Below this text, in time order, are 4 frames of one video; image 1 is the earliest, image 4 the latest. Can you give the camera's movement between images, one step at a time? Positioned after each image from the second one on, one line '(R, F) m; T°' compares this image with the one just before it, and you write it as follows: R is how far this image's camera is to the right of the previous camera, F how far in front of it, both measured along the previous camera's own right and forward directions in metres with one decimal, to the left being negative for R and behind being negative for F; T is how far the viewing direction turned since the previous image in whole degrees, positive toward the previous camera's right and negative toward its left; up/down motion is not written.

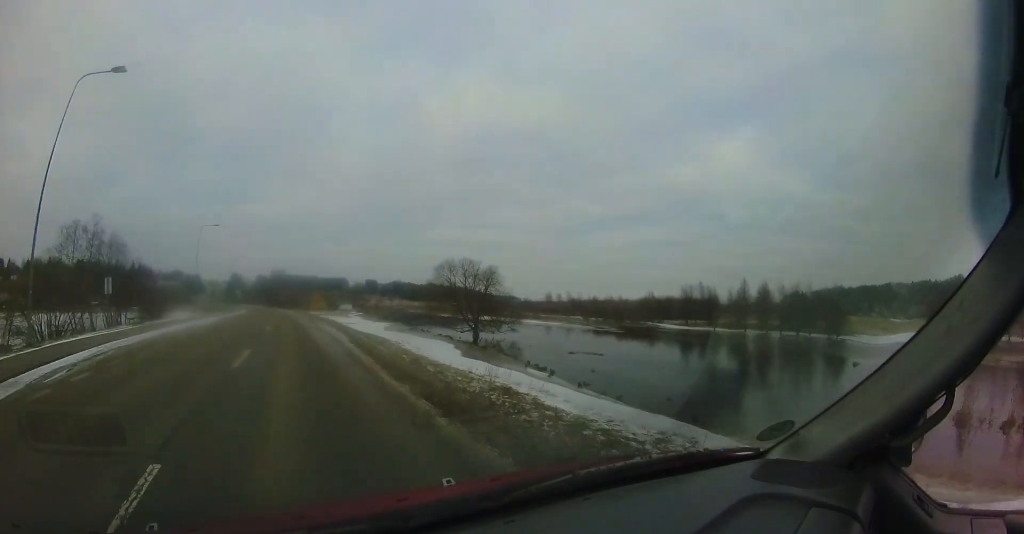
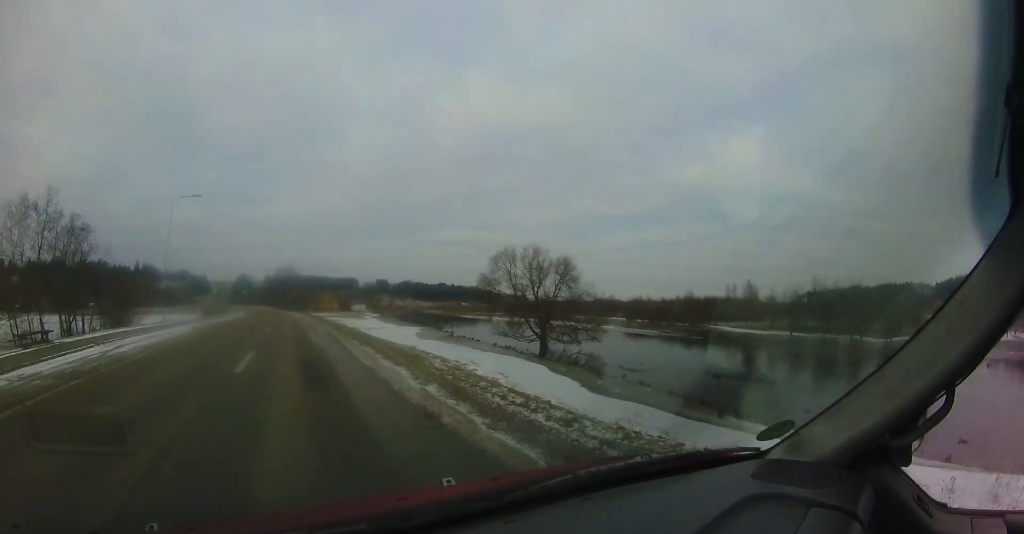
(-0.3, +12.3) m; -2°
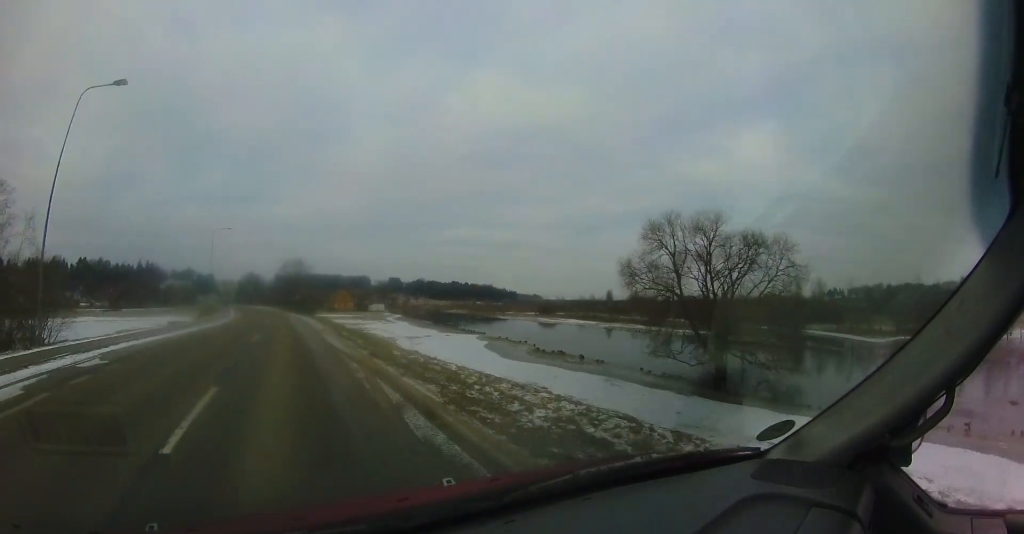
(-0.6, +16.2) m; -7°
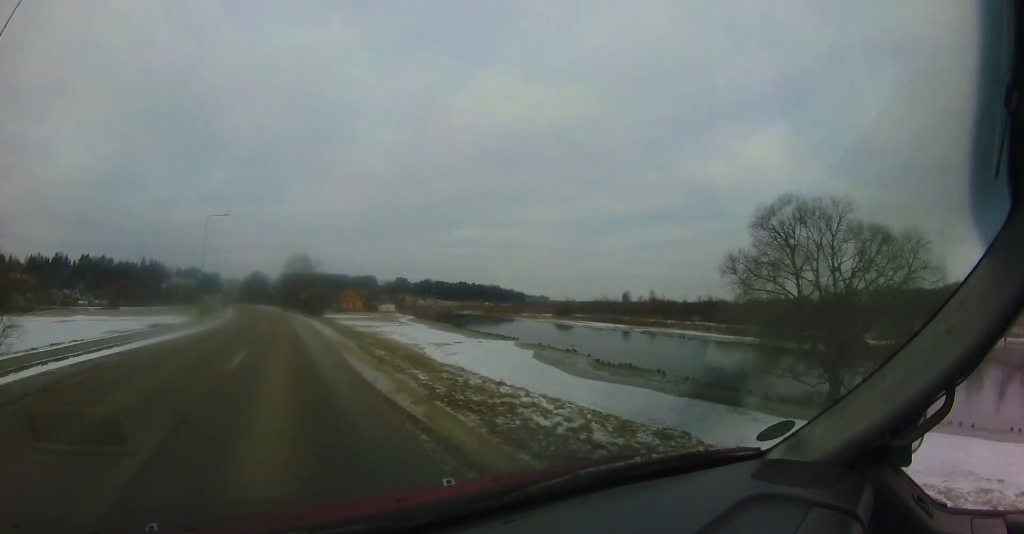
(-0.2, +6.3) m; -3°
